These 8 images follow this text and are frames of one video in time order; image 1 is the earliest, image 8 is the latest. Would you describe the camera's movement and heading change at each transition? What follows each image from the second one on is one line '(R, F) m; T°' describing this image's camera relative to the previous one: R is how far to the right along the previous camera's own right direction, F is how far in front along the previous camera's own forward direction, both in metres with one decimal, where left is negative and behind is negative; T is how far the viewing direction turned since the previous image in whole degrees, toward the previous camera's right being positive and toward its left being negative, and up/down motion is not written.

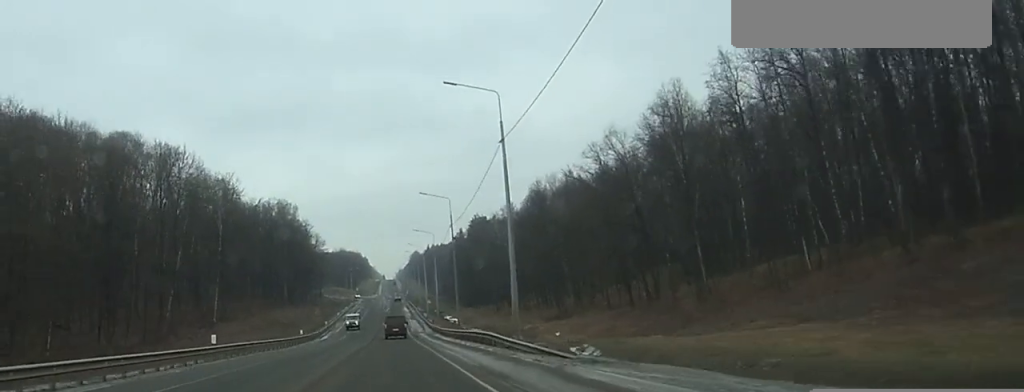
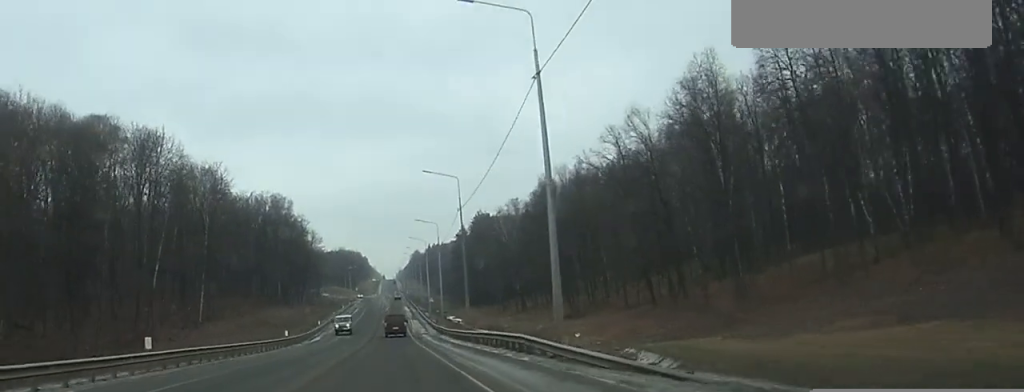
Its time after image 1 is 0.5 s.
(0.0, +10.9) m; 0°
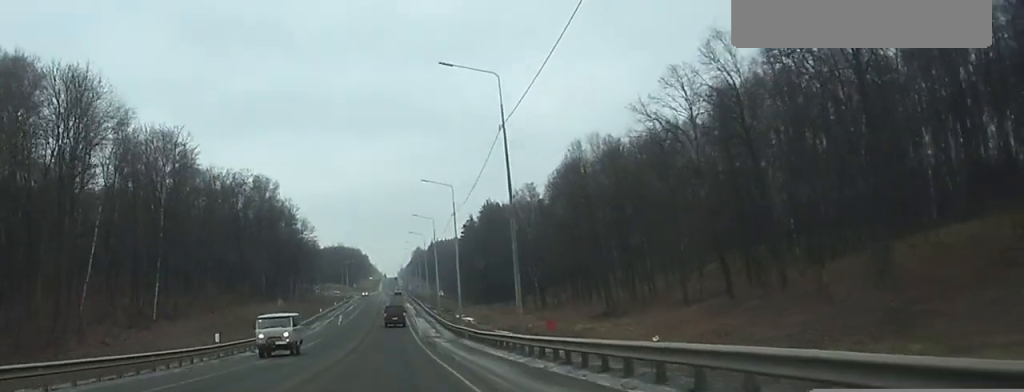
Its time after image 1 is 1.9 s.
(0.0, +27.1) m; 0°
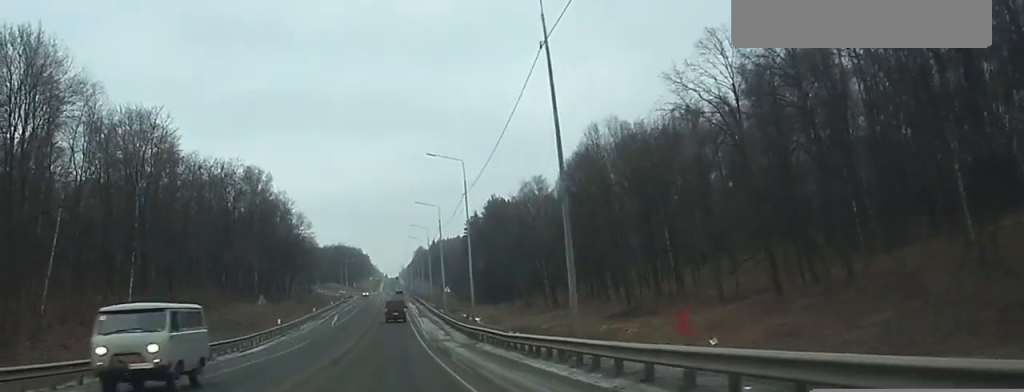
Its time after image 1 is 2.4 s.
(0.0, +11.5) m; 0°
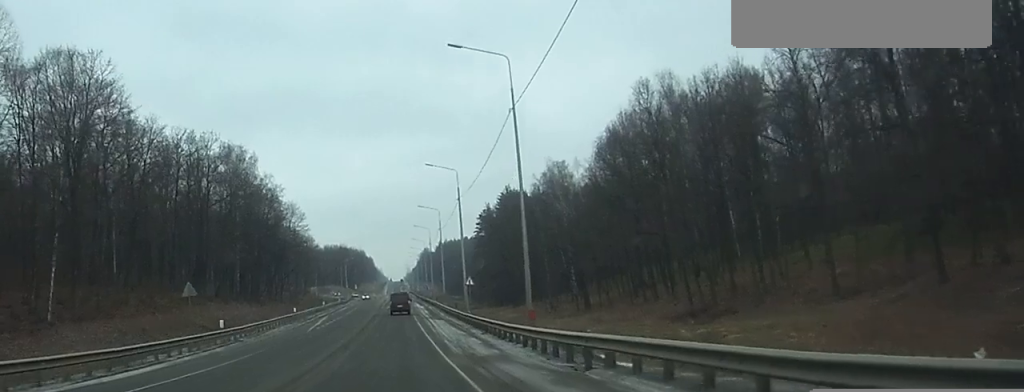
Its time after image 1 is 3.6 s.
(-0.1, +24.3) m; 0°
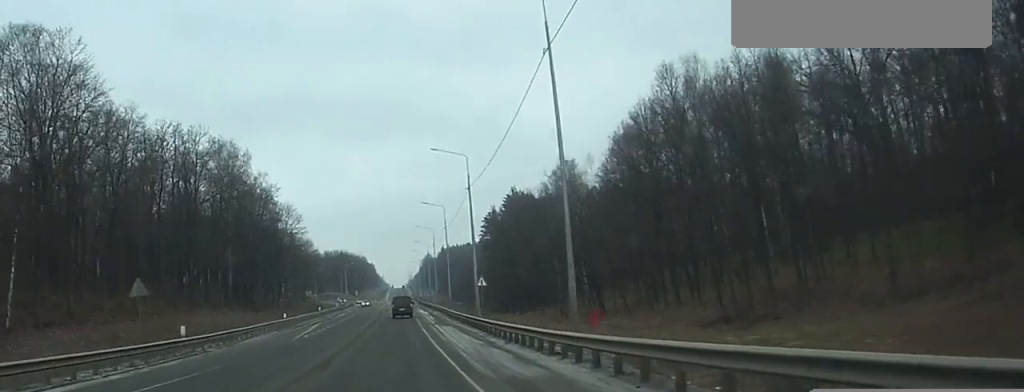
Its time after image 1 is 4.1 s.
(0.0, +8.8) m; 0°
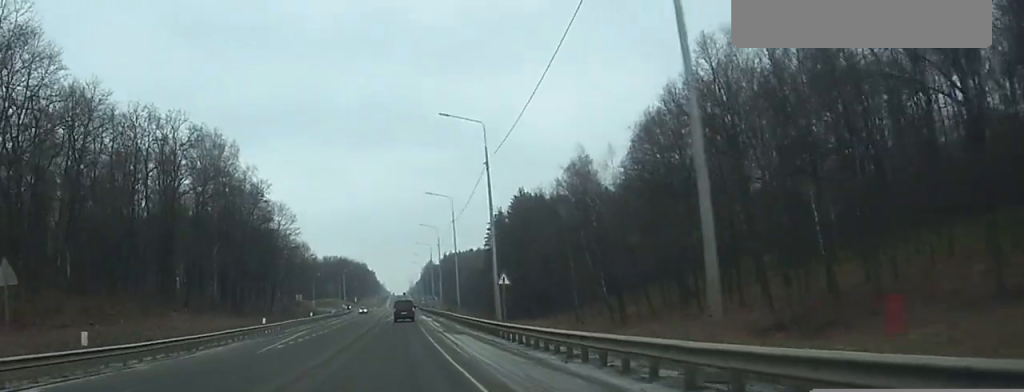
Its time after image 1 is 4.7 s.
(0.0, +12.1) m; 0°
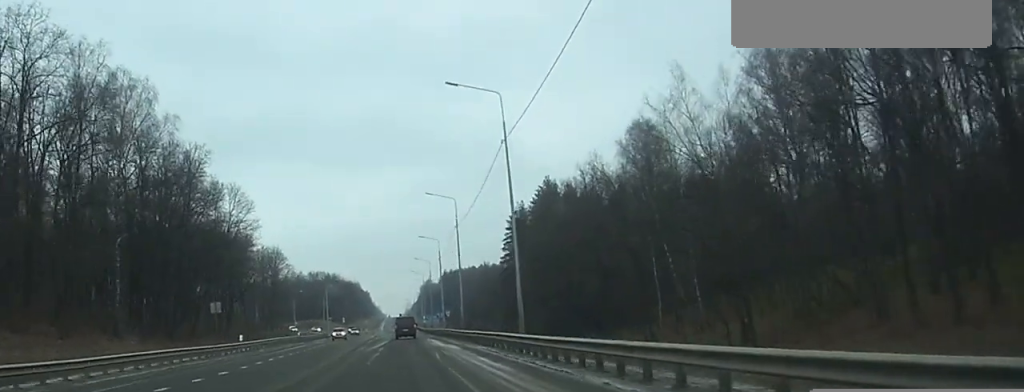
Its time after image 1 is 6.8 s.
(+0.1, +44.1) m; 0°
